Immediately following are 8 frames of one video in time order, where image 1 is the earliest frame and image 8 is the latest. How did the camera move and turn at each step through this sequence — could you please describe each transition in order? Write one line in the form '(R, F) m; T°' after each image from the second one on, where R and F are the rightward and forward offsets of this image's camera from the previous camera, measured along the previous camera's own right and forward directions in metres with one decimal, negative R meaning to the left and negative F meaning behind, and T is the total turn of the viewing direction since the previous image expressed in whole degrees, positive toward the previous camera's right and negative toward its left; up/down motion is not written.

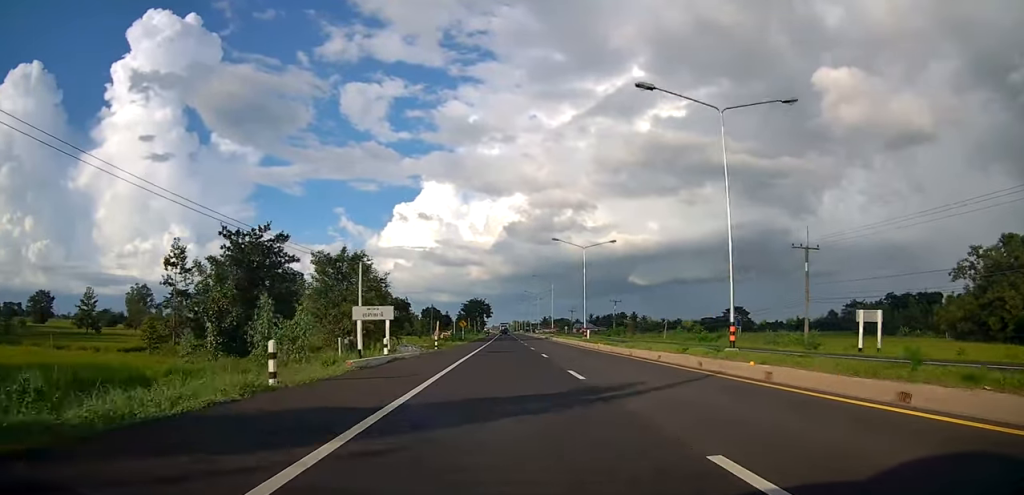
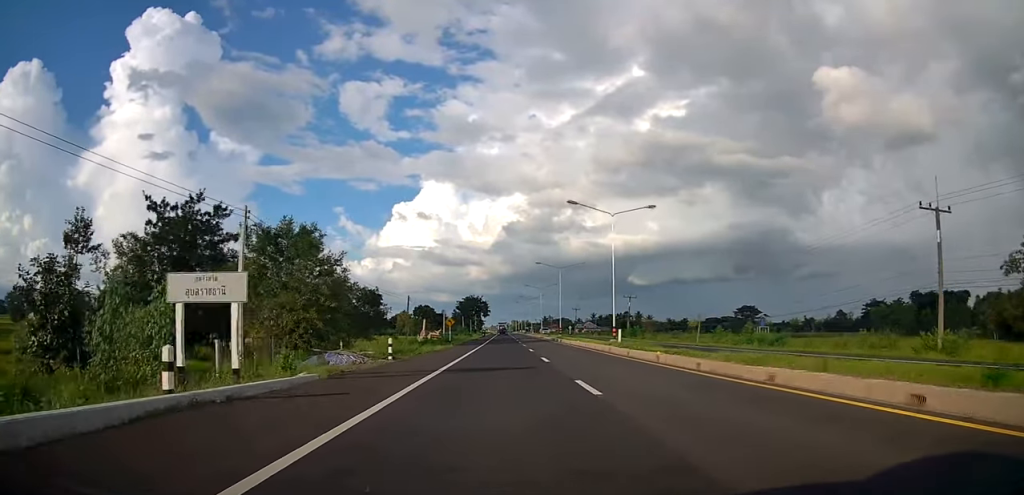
(0.0, +15.6) m; +1°
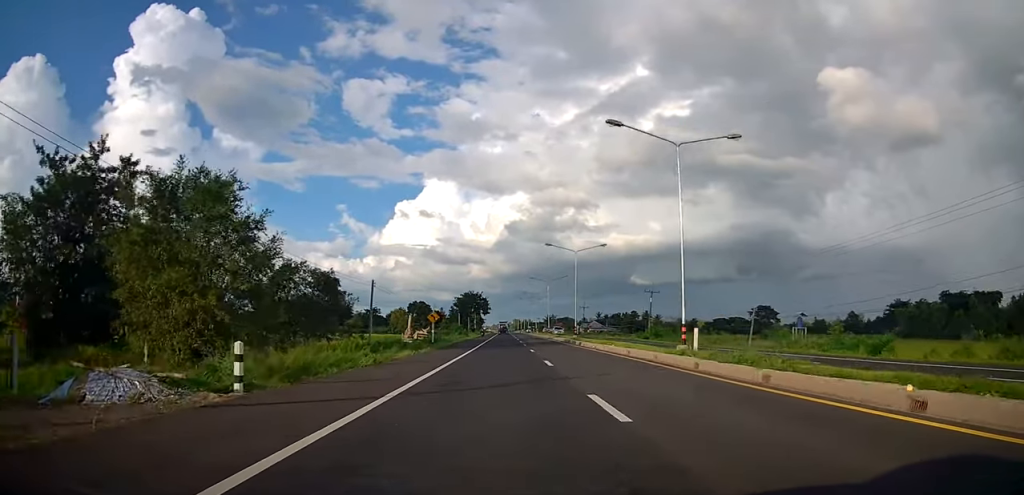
(0.0, +15.2) m; +1°
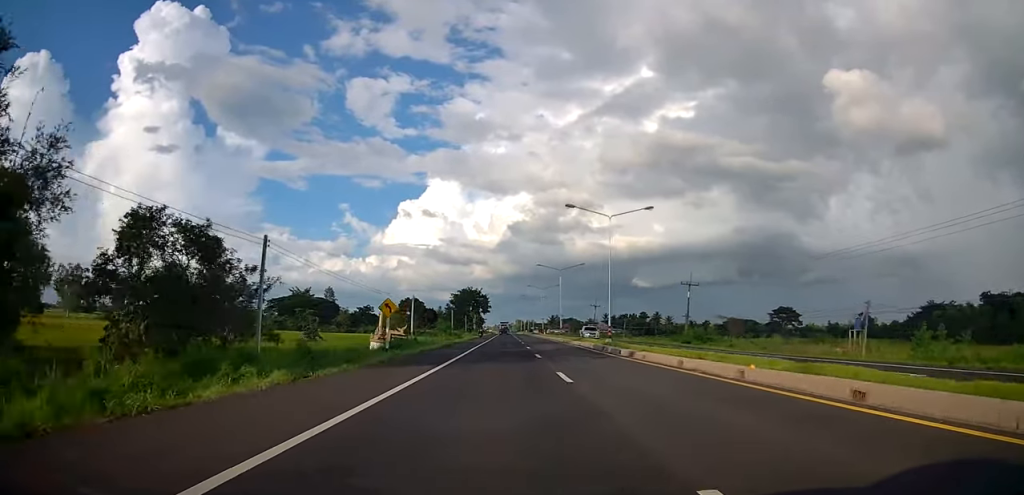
(+0.5, +19.1) m; +1°
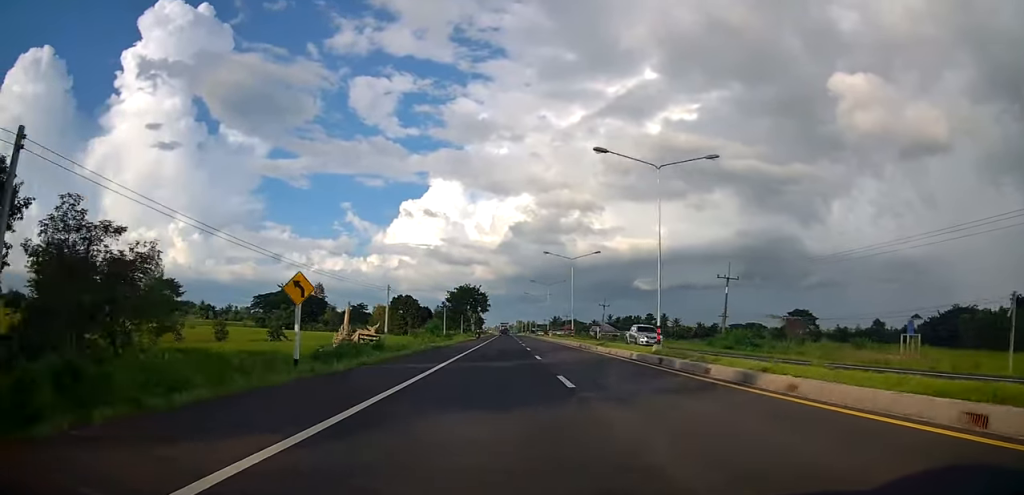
(+0.1, +12.9) m; 0°
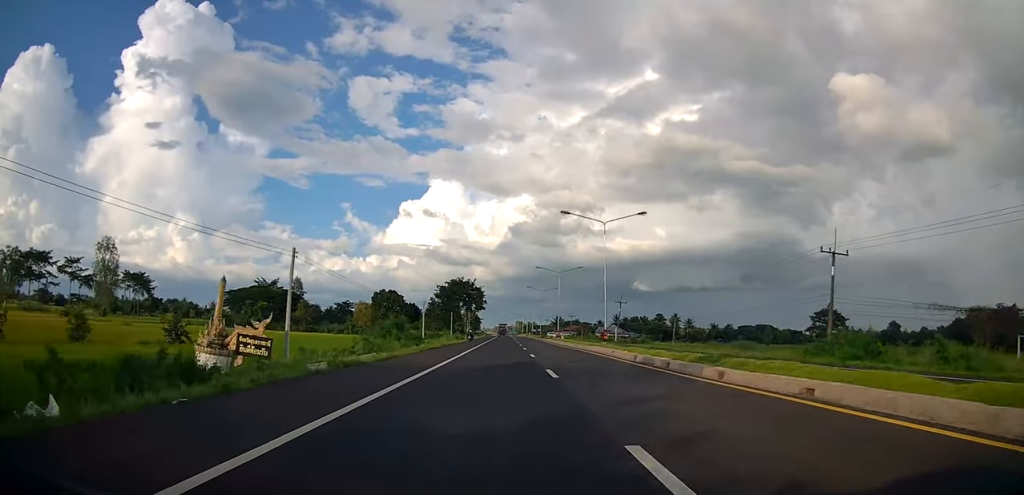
(0.0, +21.5) m; -1°
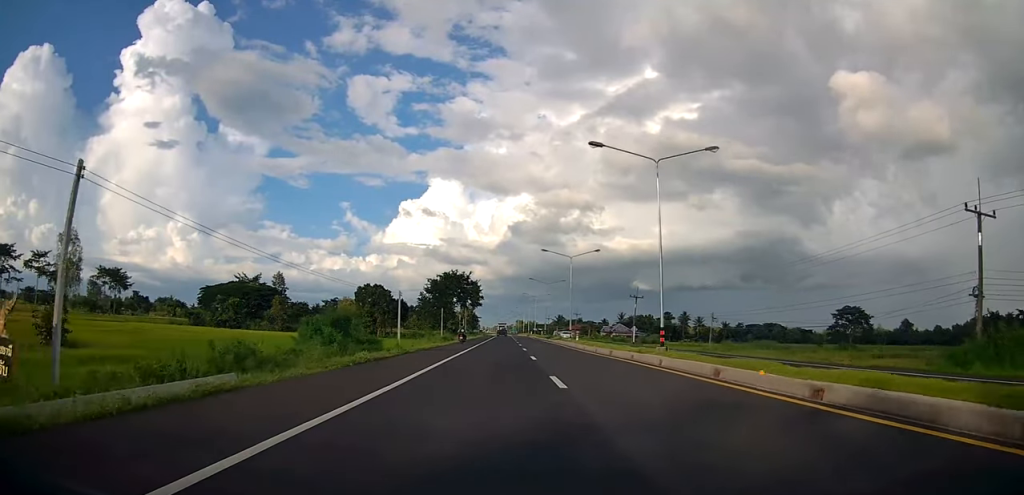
(-0.3, +15.0) m; -1°
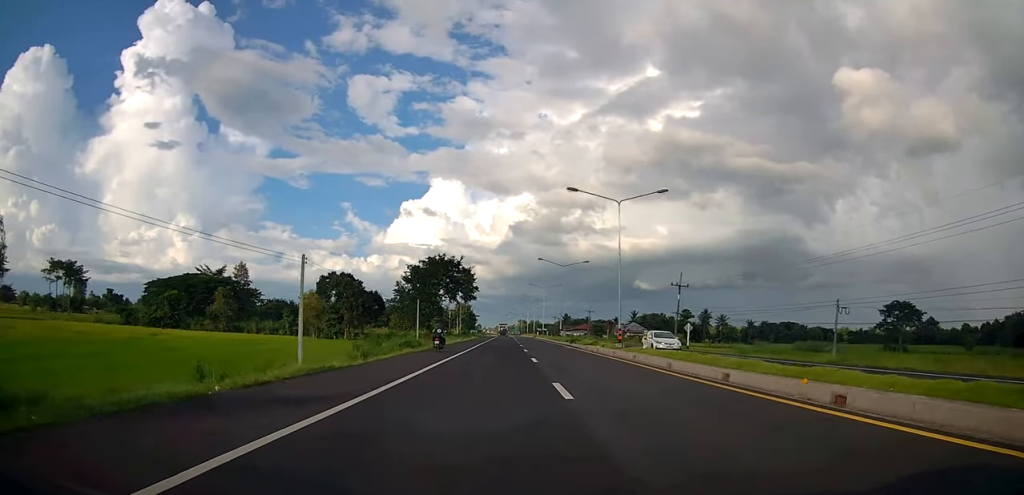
(-0.3, +26.1) m; +1°
